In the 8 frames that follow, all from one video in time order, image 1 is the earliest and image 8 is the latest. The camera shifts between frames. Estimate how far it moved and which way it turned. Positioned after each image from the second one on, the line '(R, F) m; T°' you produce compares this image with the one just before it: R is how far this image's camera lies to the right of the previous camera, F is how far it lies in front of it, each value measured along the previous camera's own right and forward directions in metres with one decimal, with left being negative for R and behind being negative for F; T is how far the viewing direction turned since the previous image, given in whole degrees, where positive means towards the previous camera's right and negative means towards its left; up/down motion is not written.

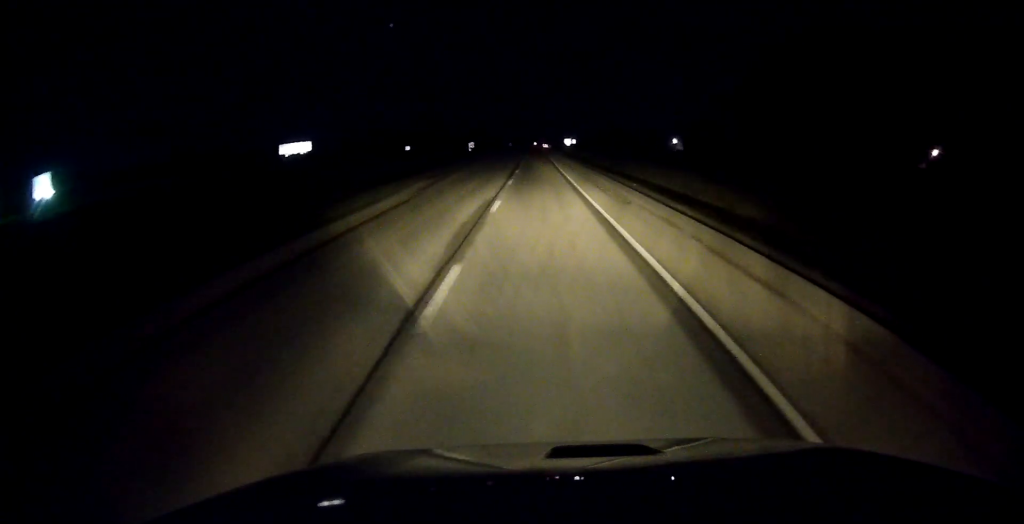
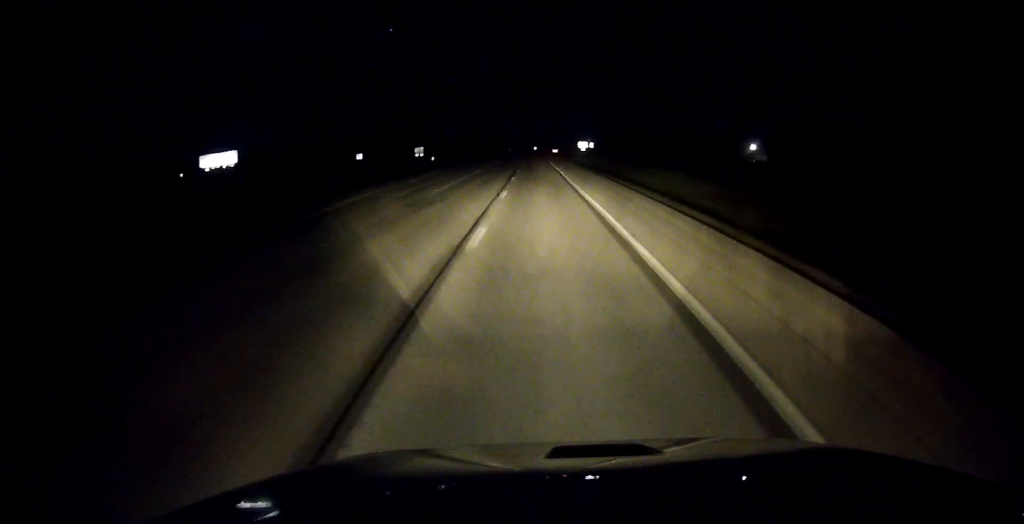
(0.0, +54.6) m; 0°
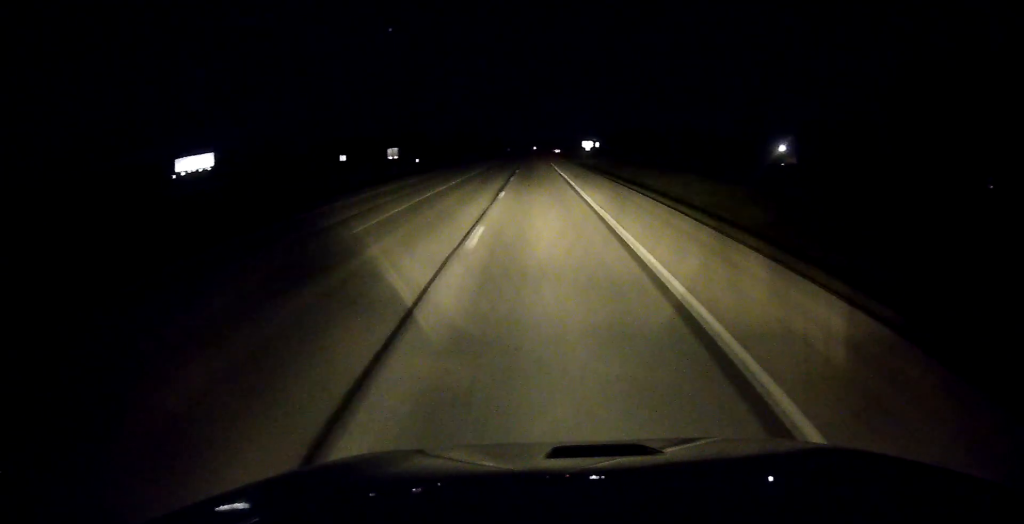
(0.0, +12.1) m; 0°
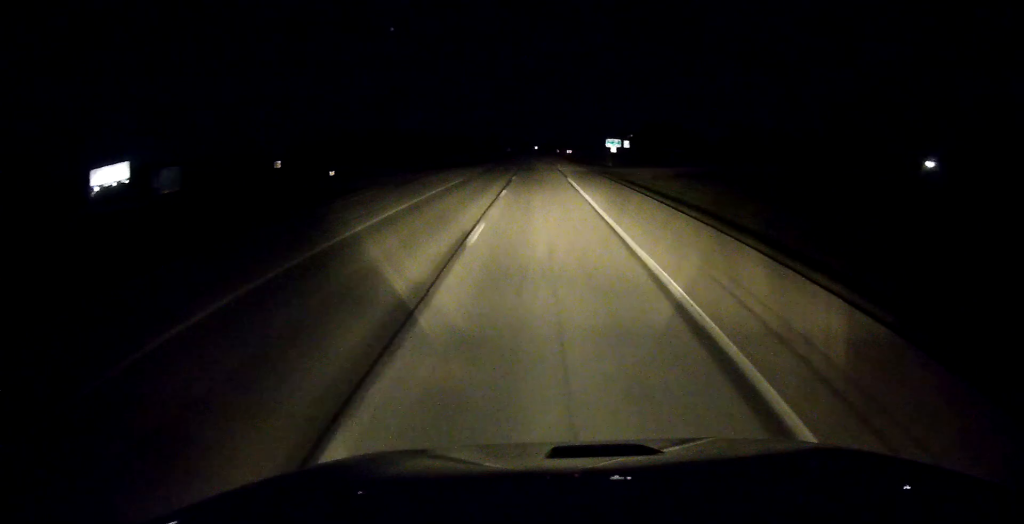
(0.0, +35.3) m; 0°
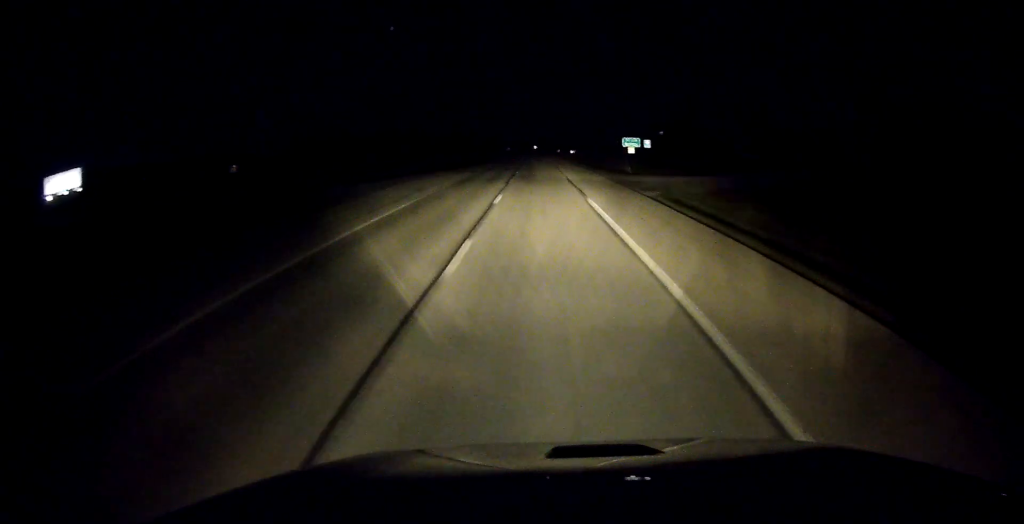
(0.0, +15.1) m; 0°
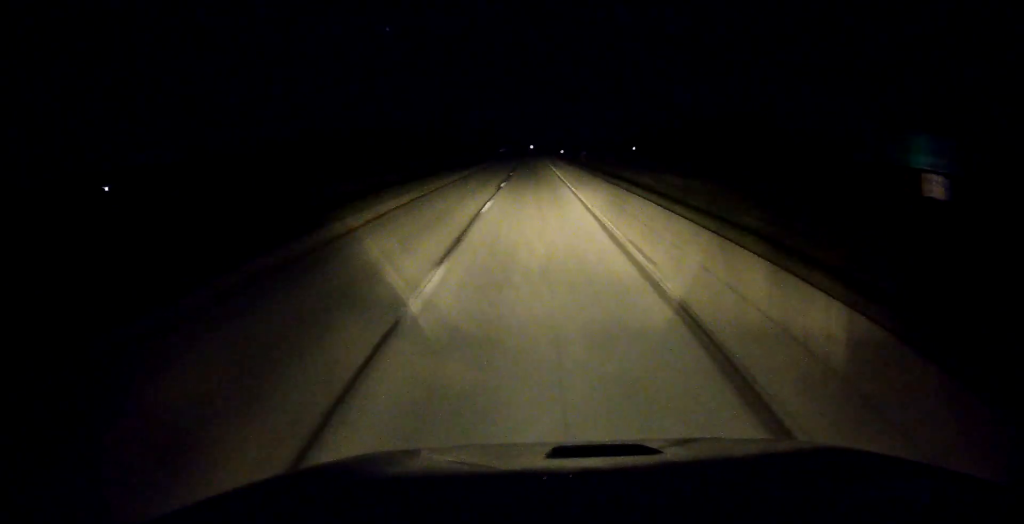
(+0.2, +50.4) m; 0°
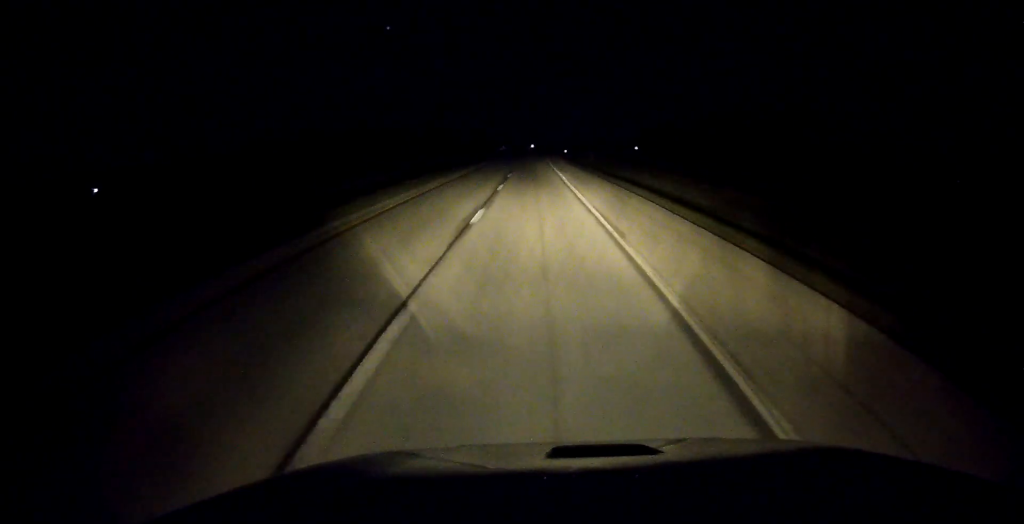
(-0.1, +15.1) m; 0°
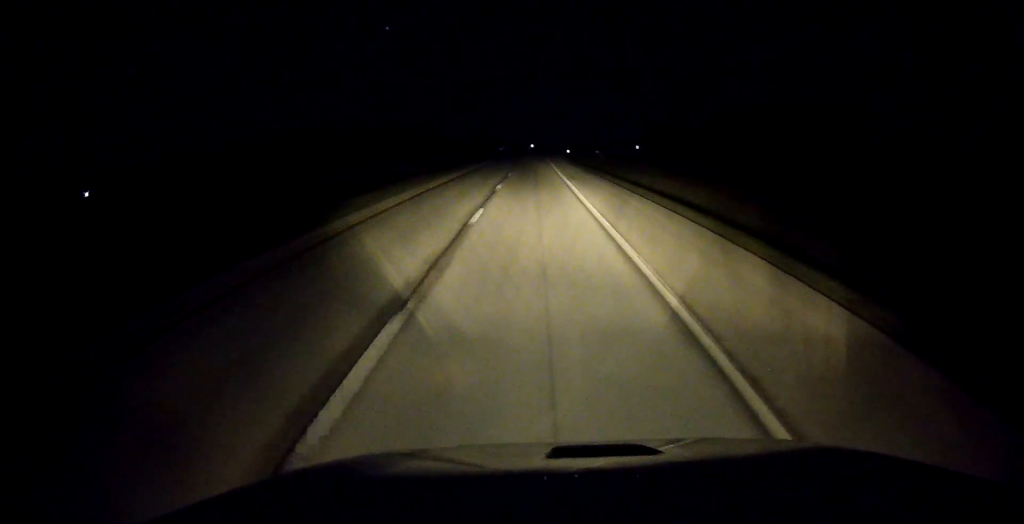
(-0.1, +12.1) m; 0°
